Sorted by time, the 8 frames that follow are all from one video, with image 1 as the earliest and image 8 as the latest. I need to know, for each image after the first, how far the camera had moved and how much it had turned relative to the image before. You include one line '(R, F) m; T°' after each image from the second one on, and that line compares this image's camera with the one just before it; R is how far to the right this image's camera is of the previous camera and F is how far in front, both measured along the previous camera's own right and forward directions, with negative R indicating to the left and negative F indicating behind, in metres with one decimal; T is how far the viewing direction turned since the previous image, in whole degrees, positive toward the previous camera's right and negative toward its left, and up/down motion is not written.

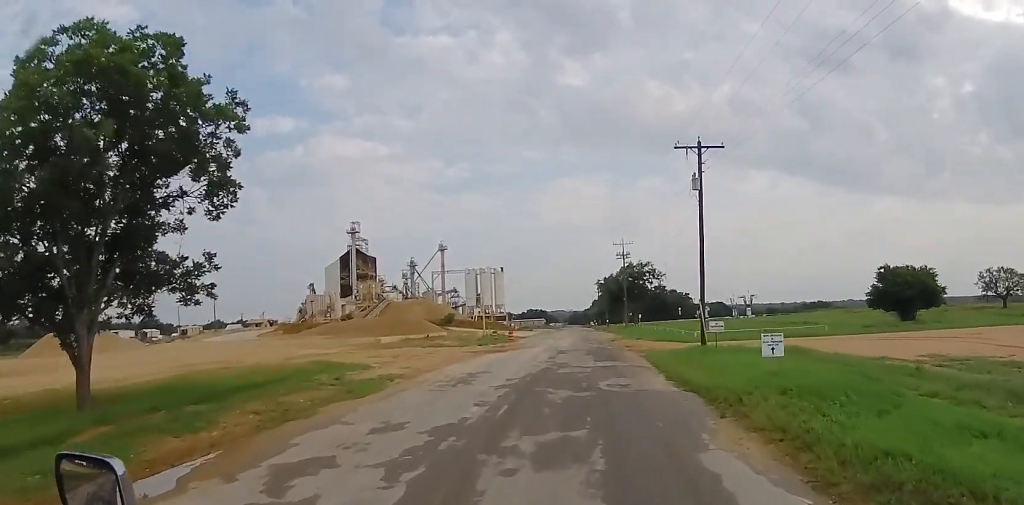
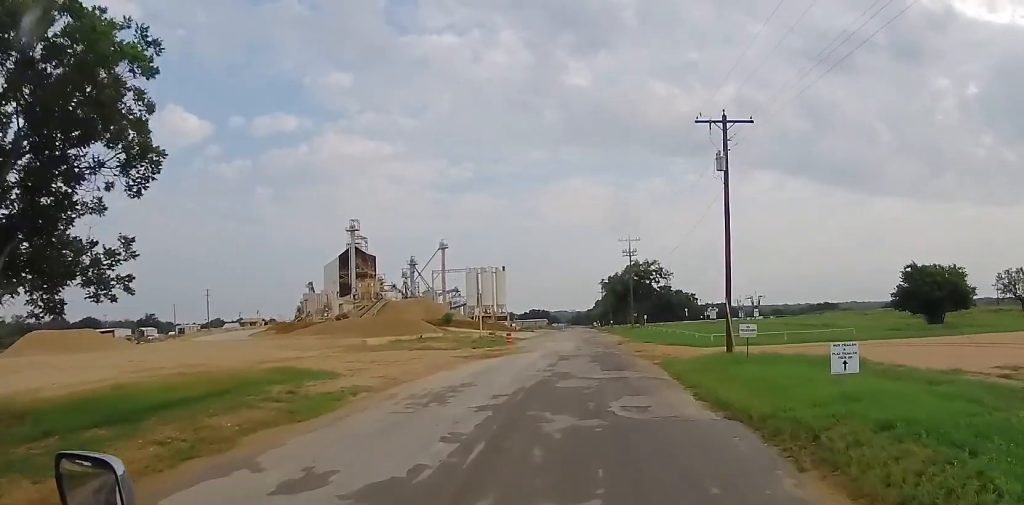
(0.0, +4.7) m; -1°
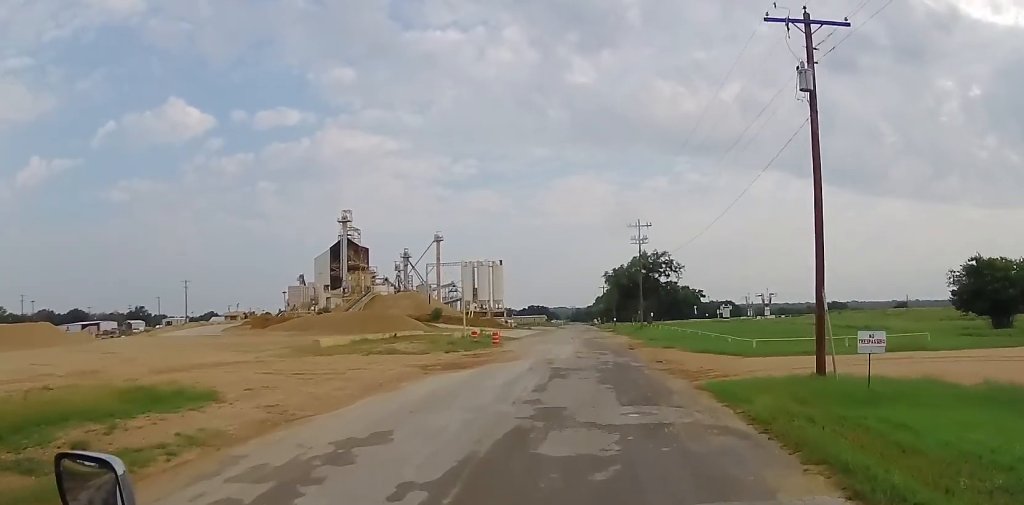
(-0.3, +10.2) m; -1°
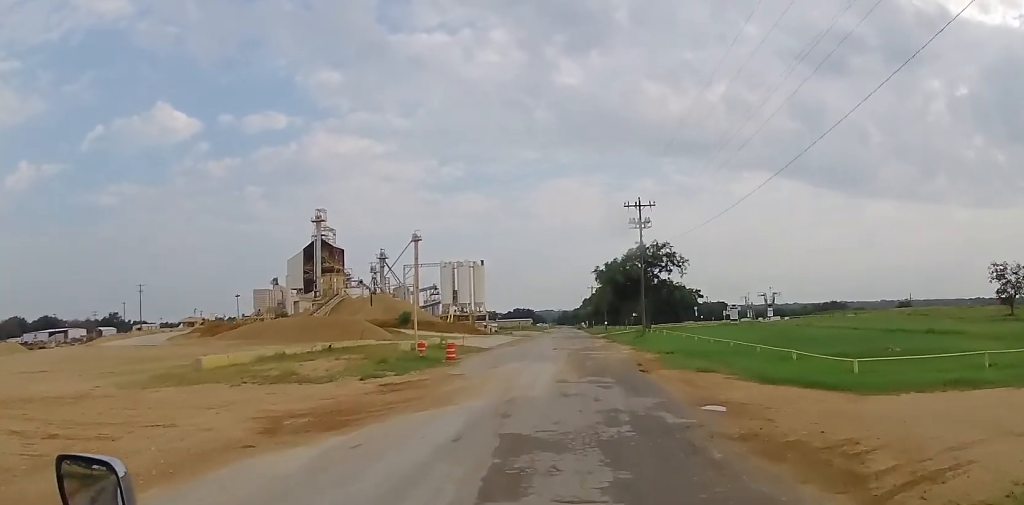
(+0.8, +13.6) m; +5°
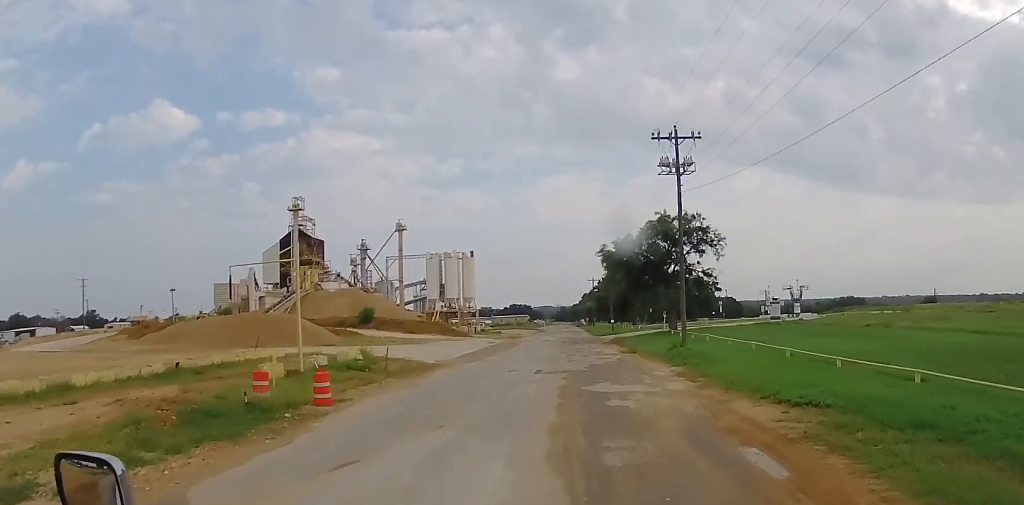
(-0.7, +19.8) m; 0°
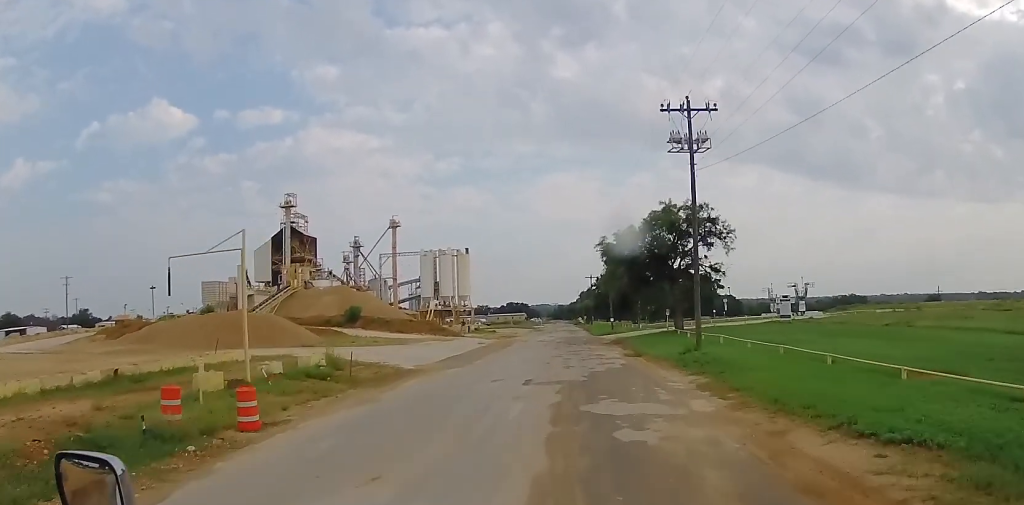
(+0.3, +4.4) m; 0°
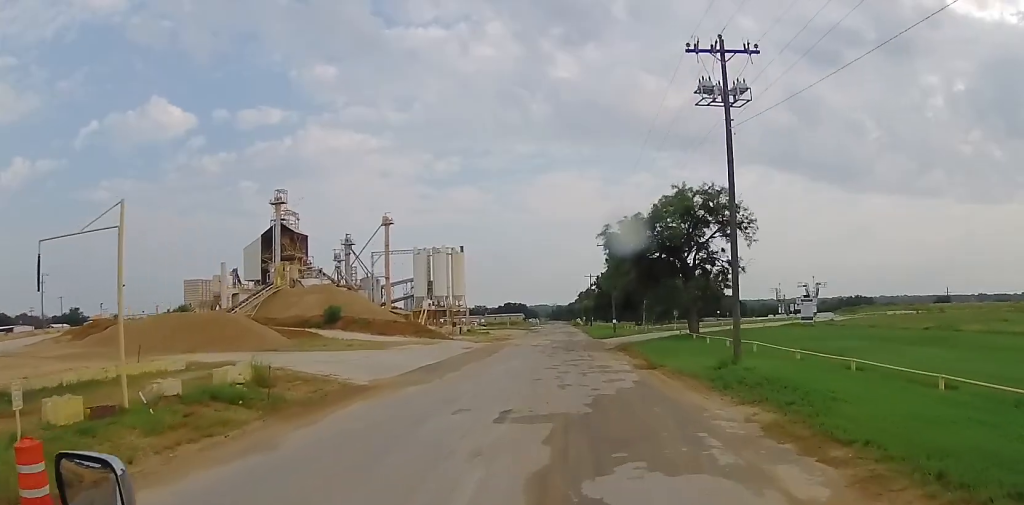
(-0.3, +6.9) m; -2°
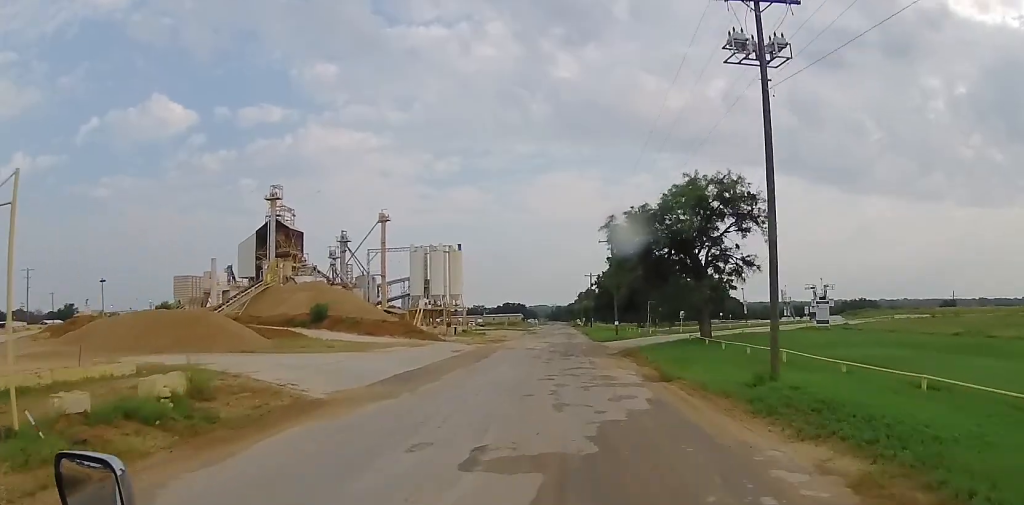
(-0.1, +4.1) m; 0°
